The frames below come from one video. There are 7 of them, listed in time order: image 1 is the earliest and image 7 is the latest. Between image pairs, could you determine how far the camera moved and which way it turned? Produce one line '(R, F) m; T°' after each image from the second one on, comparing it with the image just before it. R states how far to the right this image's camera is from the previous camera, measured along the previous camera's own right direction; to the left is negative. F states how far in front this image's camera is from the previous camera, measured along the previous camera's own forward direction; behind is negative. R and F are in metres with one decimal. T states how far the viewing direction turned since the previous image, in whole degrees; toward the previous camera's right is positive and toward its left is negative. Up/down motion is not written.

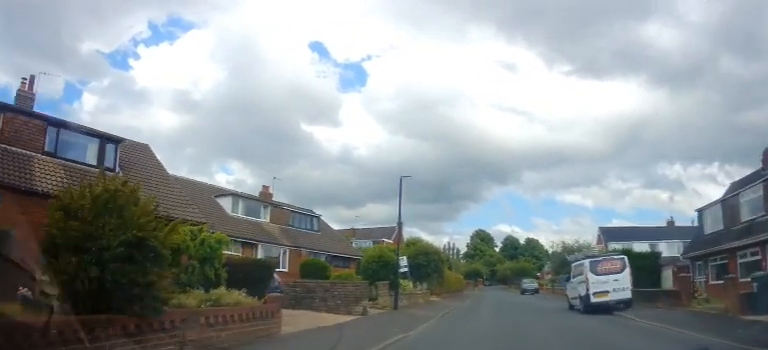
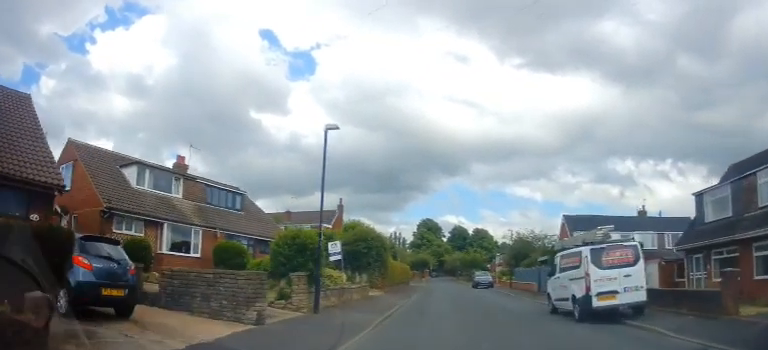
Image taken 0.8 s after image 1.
(+0.6, +4.8) m; +7°
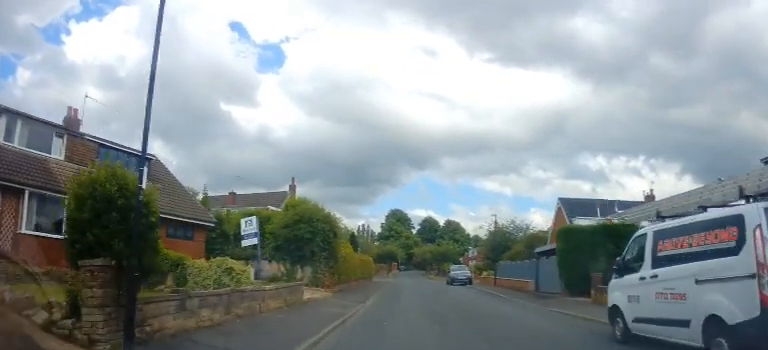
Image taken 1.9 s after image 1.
(+0.5, +7.5) m; +7°
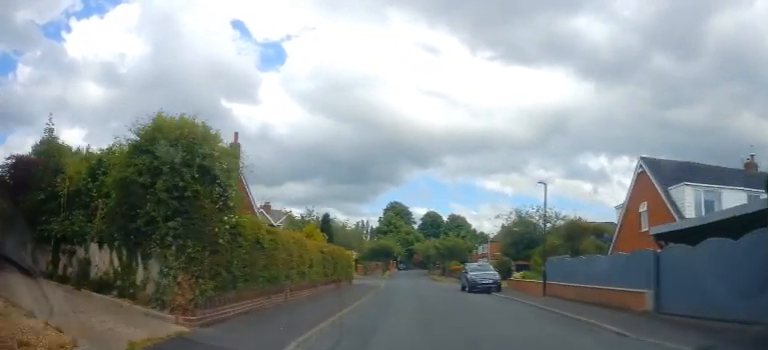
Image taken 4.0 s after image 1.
(+0.3, +13.9) m; -4°
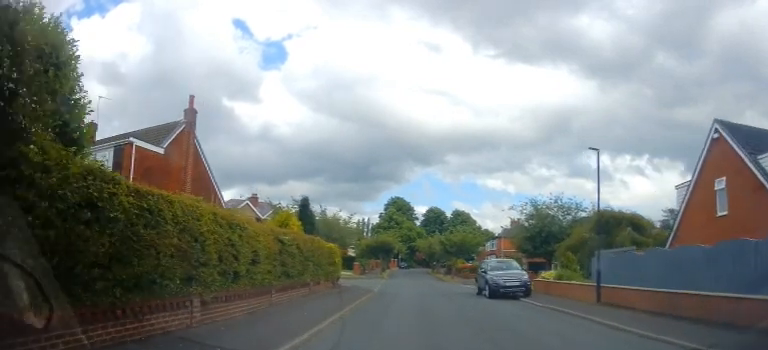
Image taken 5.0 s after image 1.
(-0.2, +6.1) m; -2°
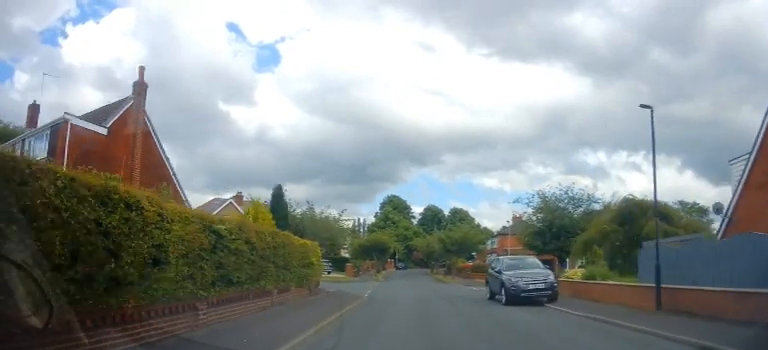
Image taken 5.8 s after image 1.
(0.0, +4.2) m; +3°
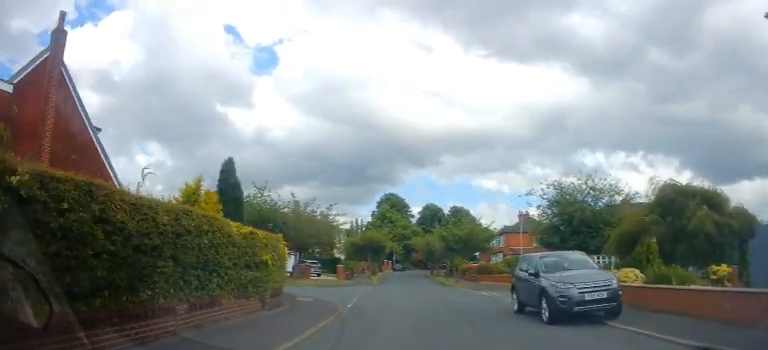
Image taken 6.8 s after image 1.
(+0.3, +5.2) m; +5°
